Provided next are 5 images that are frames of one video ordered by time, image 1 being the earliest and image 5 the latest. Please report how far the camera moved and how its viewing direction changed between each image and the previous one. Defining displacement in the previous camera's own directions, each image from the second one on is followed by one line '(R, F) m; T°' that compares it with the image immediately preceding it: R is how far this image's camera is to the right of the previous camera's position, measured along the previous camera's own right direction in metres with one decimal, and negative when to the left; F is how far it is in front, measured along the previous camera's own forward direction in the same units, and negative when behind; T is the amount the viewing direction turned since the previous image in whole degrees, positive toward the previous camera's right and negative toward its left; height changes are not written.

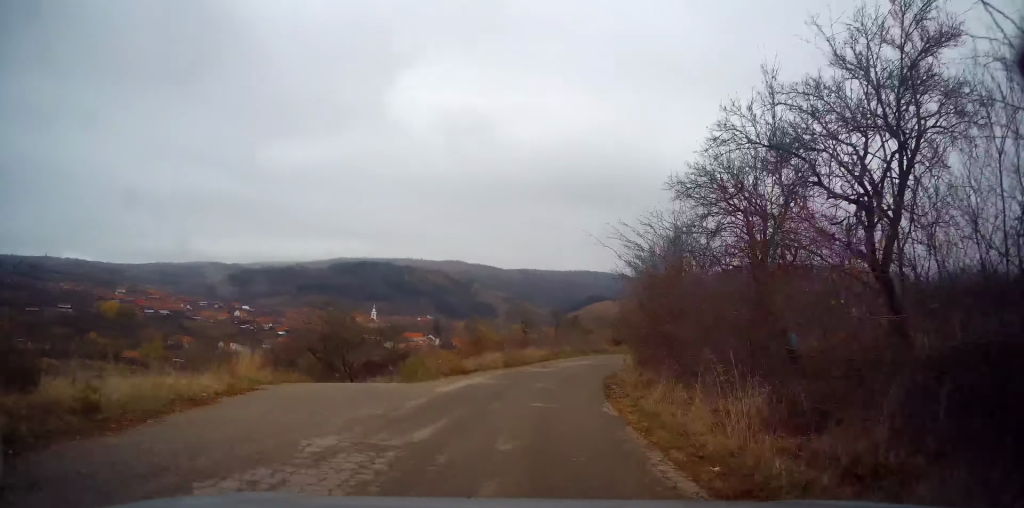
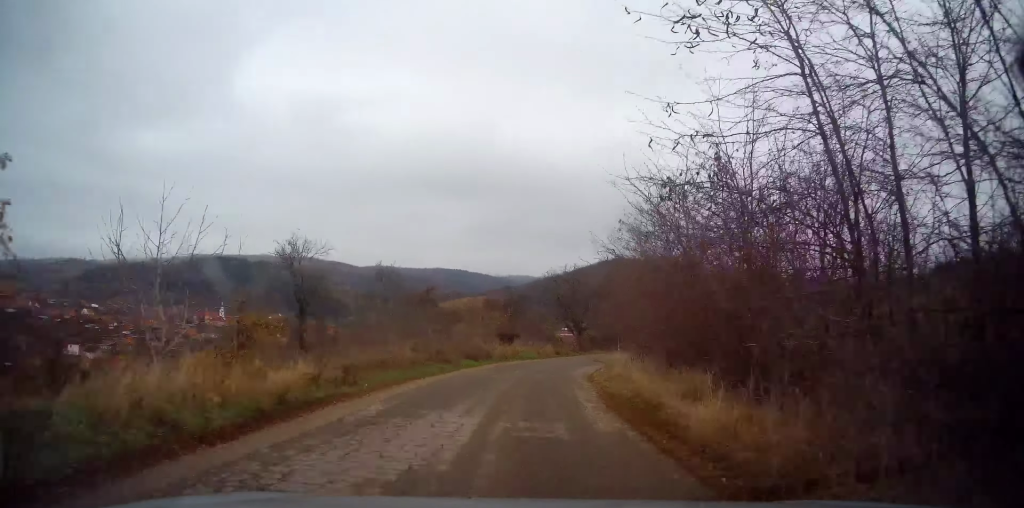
(+4.2, +26.5) m; +15°
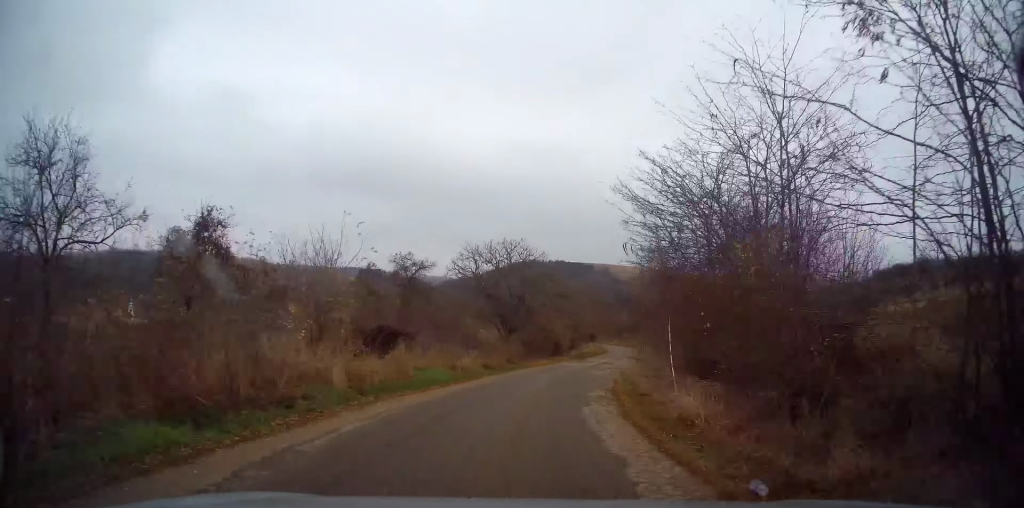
(+1.1, +16.9) m; +8°
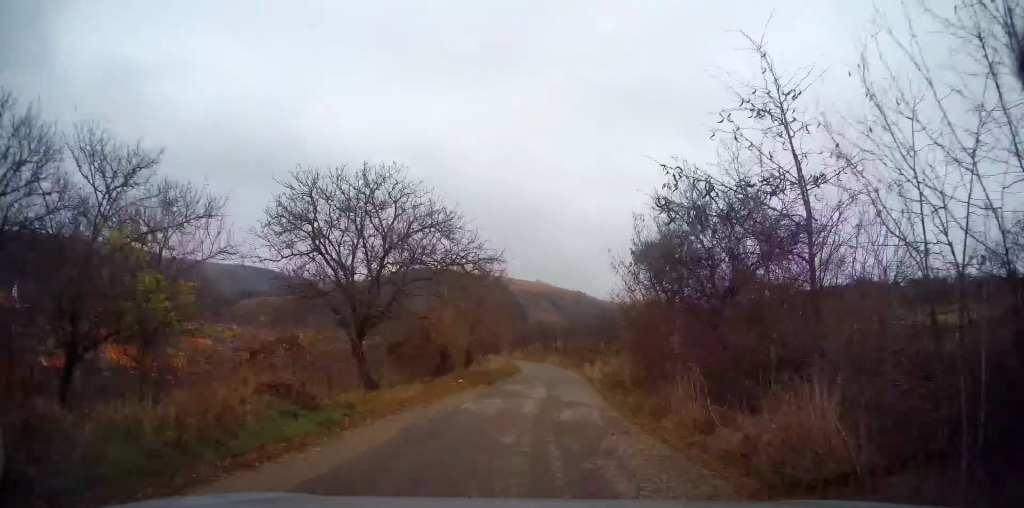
(+1.9, +19.3) m; +12°
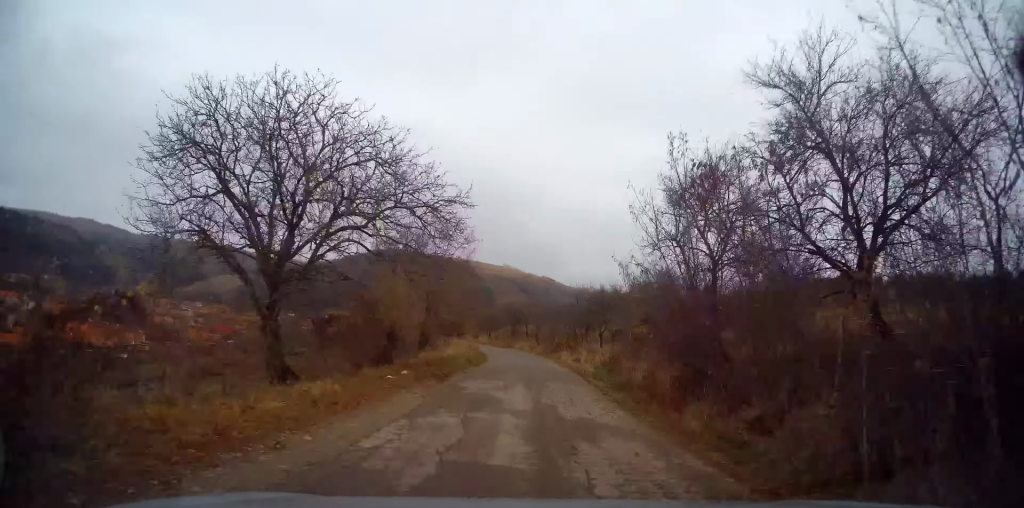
(+0.4, +7.0) m; +3°
